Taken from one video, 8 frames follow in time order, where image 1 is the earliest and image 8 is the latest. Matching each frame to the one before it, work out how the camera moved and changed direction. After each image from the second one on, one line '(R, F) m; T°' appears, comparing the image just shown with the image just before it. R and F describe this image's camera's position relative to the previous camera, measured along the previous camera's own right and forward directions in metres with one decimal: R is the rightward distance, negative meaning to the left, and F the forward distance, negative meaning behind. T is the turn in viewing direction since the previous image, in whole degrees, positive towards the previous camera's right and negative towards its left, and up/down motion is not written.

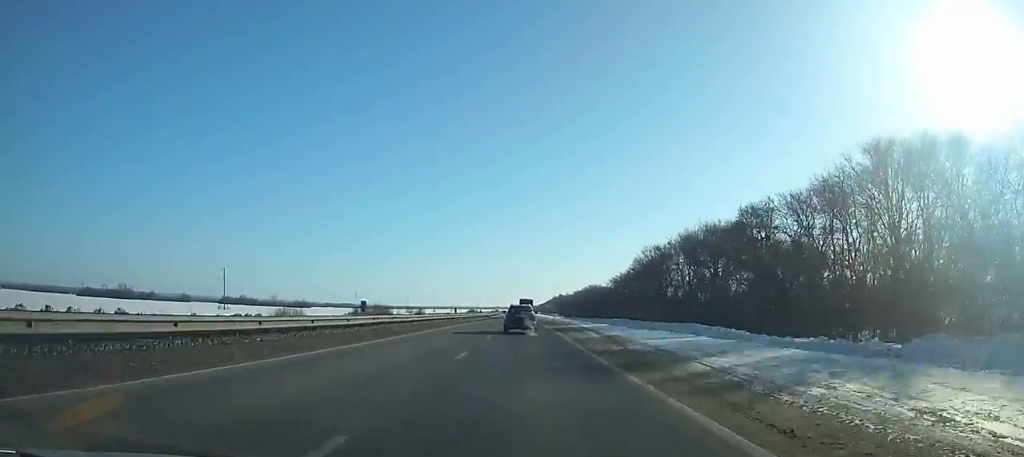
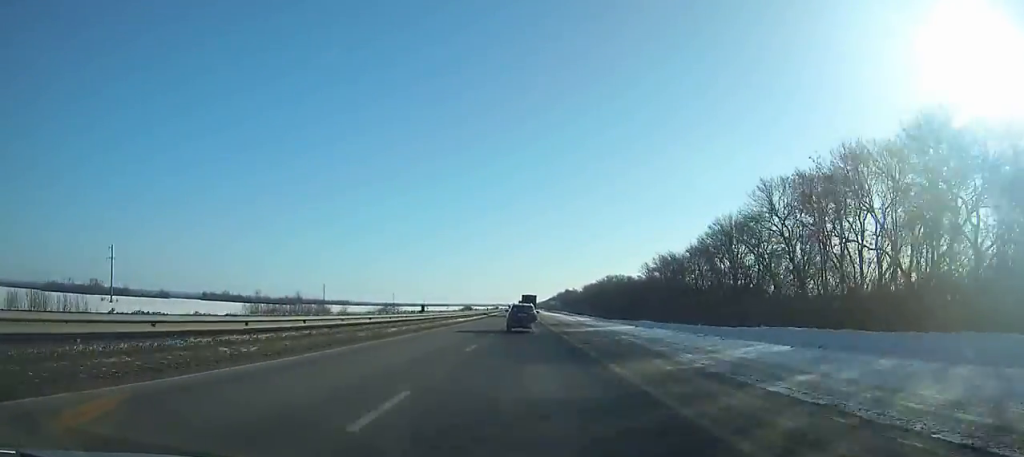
(0.0, +57.7) m; 0°
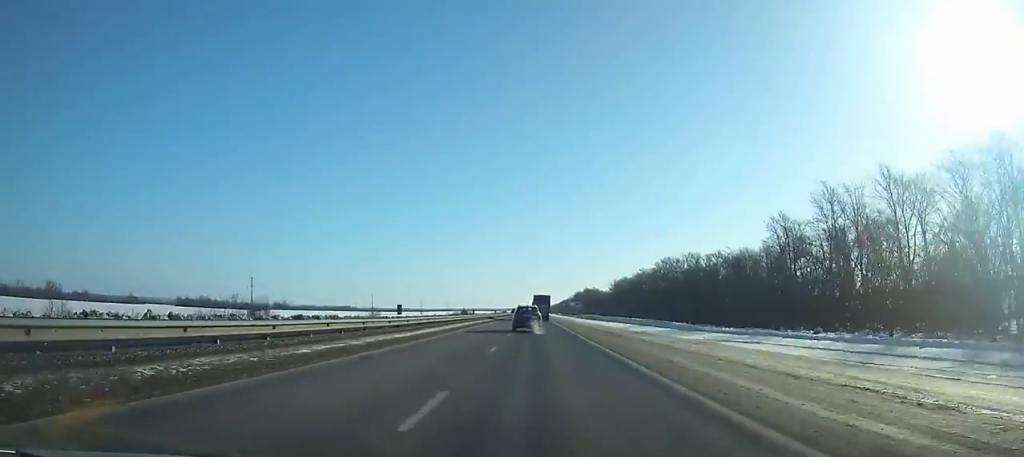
(-0.3, +84.5) m; -1°
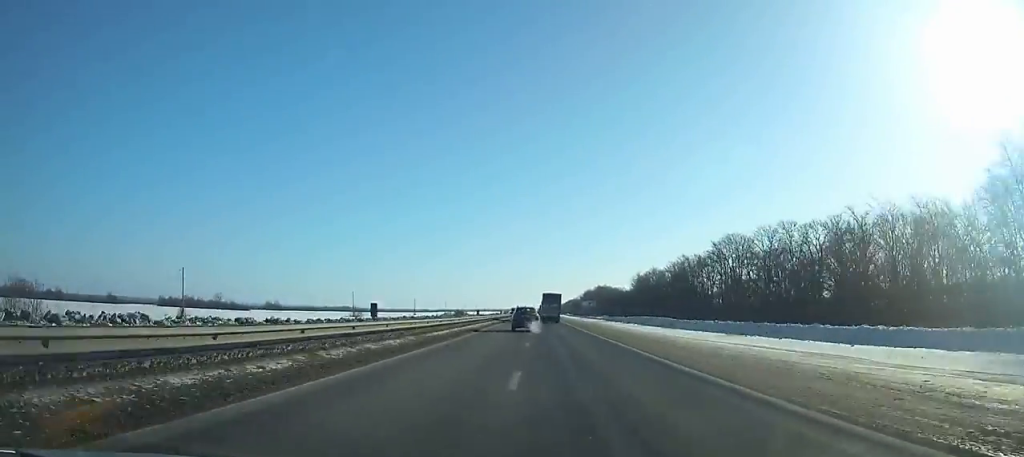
(-0.2, +44.9) m; 0°
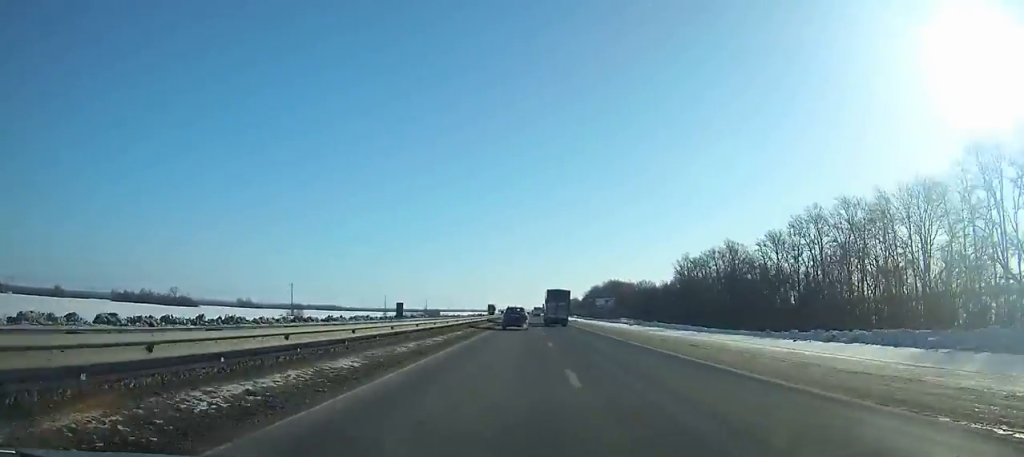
(-0.2, +69.8) m; 0°
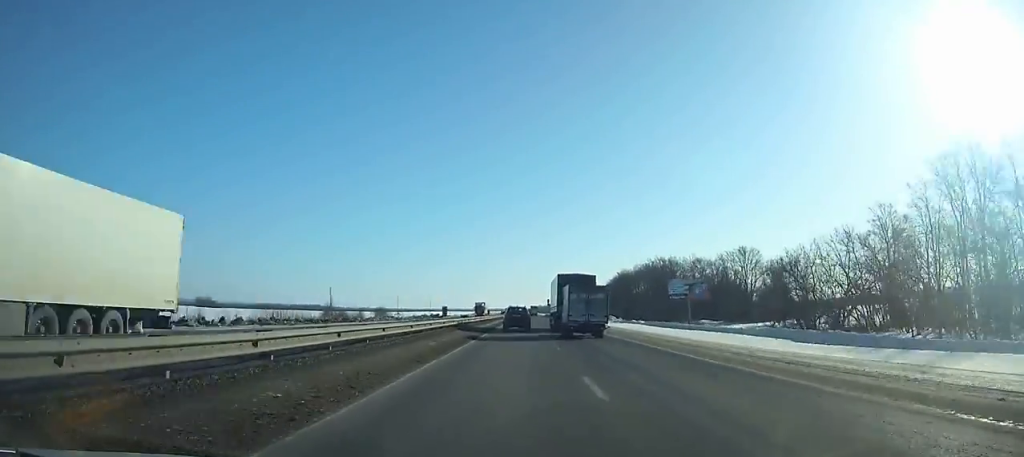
(+0.3, +96.5) m; 0°
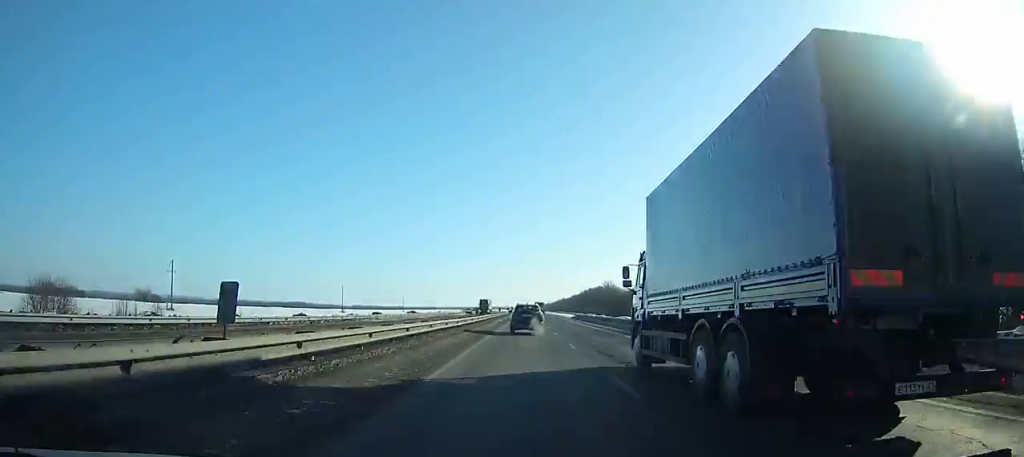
(+0.4, +128.8) m; 0°
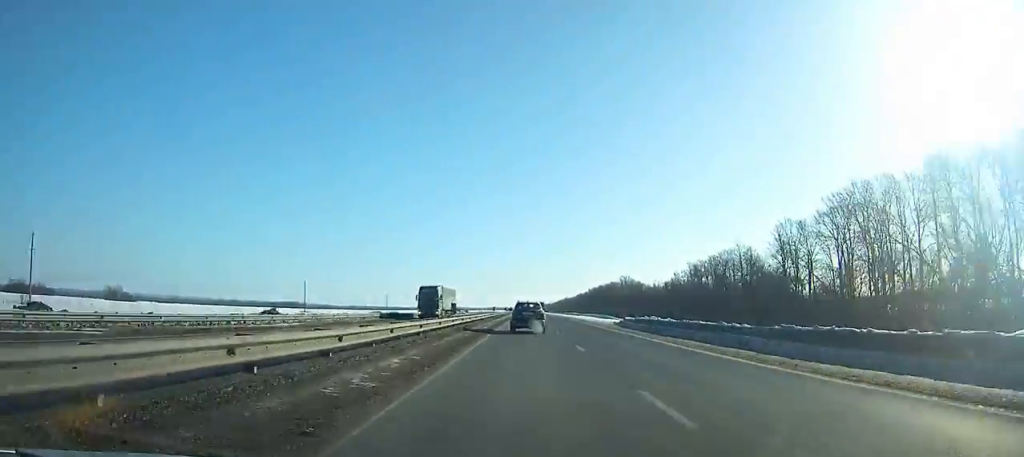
(+0.1, +50.3) m; 0°
